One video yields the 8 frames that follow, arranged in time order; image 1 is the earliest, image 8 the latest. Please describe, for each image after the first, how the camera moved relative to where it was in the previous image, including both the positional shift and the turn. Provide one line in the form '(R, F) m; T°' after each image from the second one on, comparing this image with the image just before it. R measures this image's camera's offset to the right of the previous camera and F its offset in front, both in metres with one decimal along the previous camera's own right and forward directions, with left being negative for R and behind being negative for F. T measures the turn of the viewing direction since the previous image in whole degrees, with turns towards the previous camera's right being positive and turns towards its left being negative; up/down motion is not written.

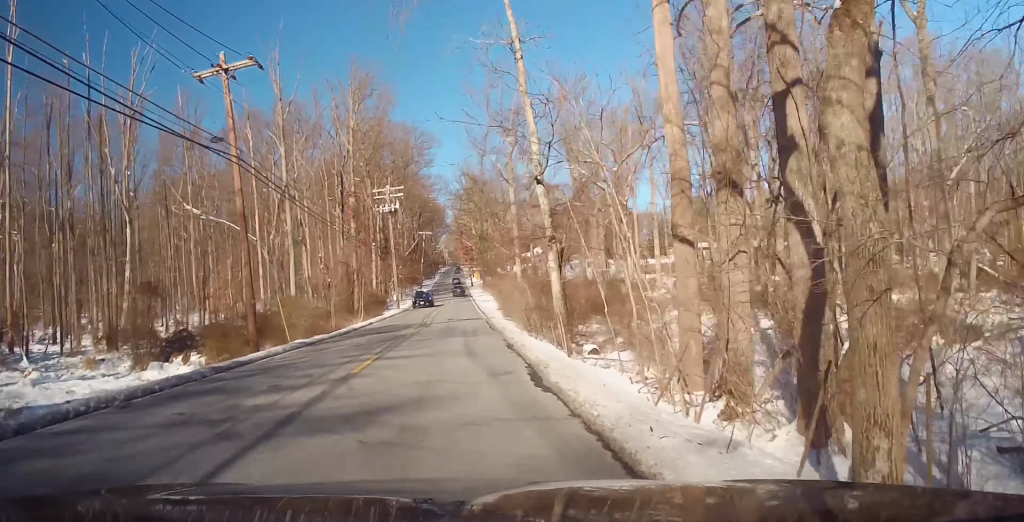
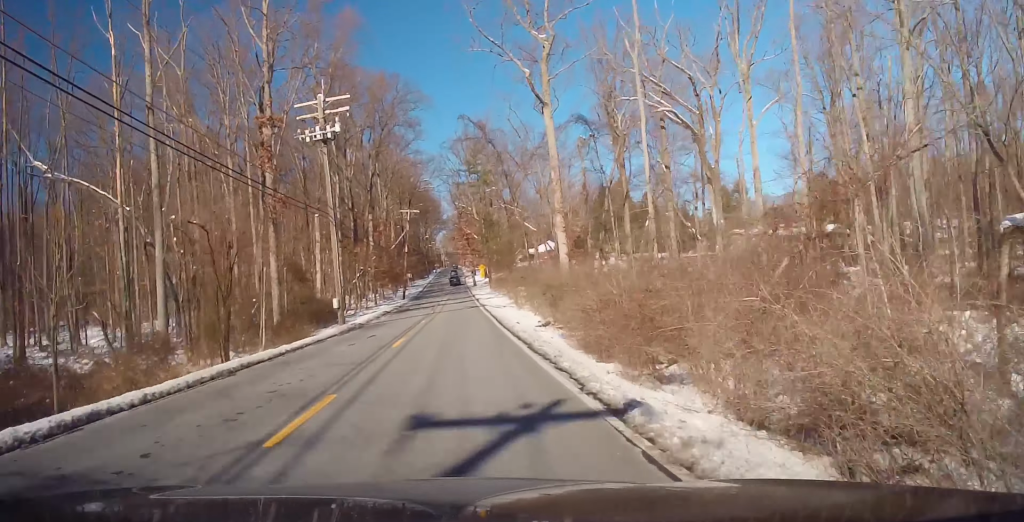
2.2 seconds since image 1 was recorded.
(+0.2, +30.5) m; 0°
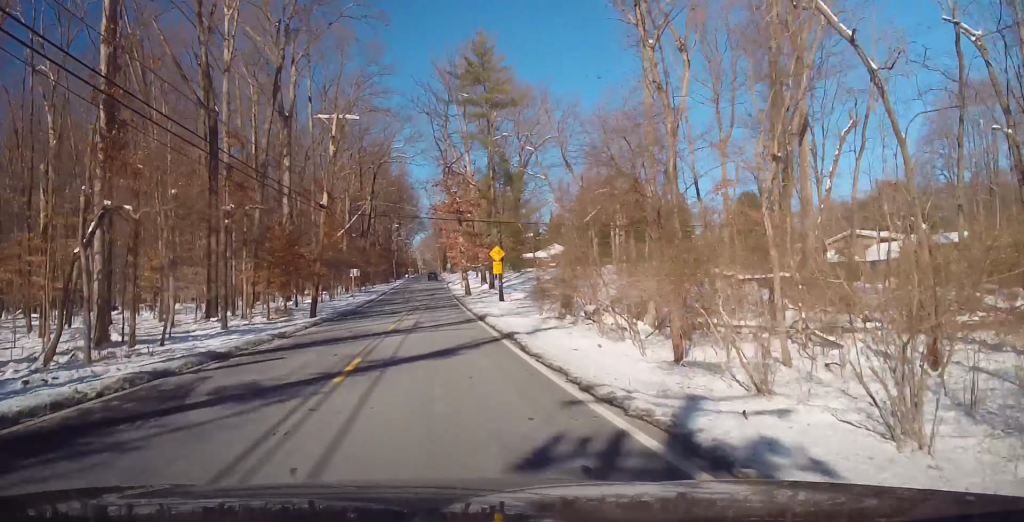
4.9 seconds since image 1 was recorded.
(-0.5, +43.6) m; -1°
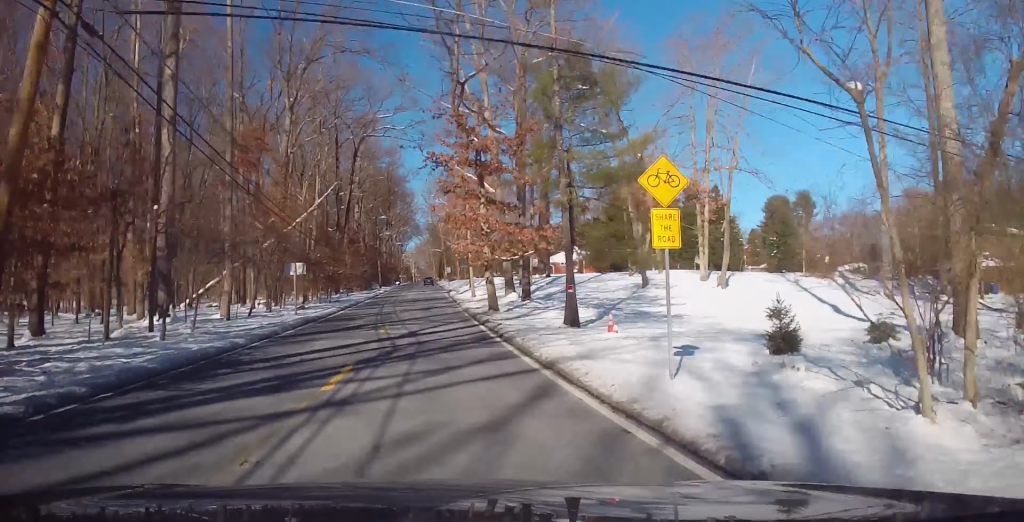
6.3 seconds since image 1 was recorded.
(-0.1, +24.9) m; 0°
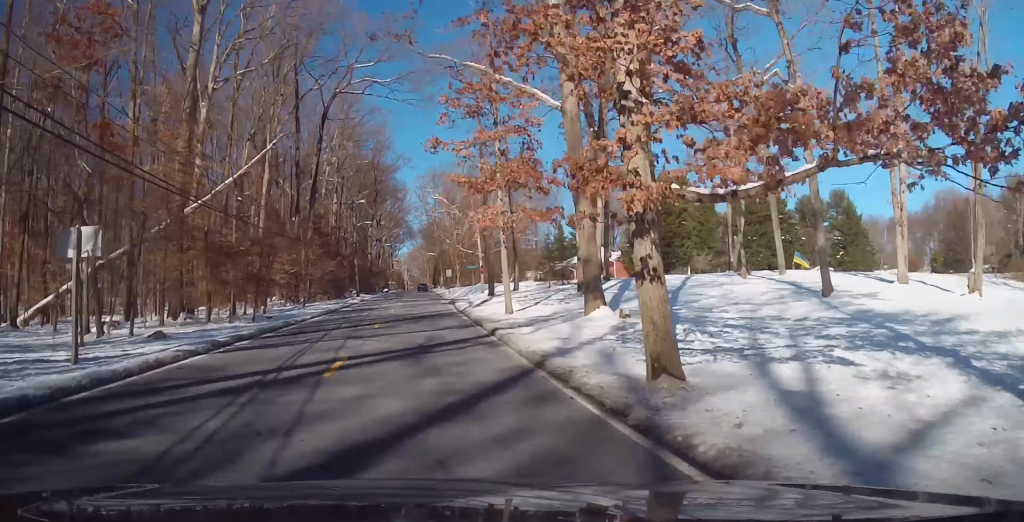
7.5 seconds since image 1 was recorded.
(0.0, +22.9) m; +1°
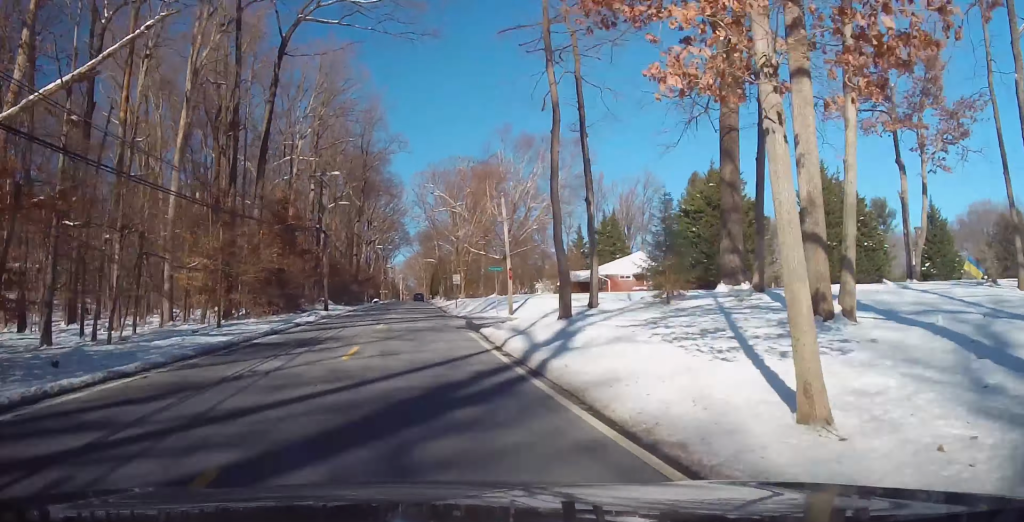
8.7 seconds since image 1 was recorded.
(+0.2, +20.6) m; +1°
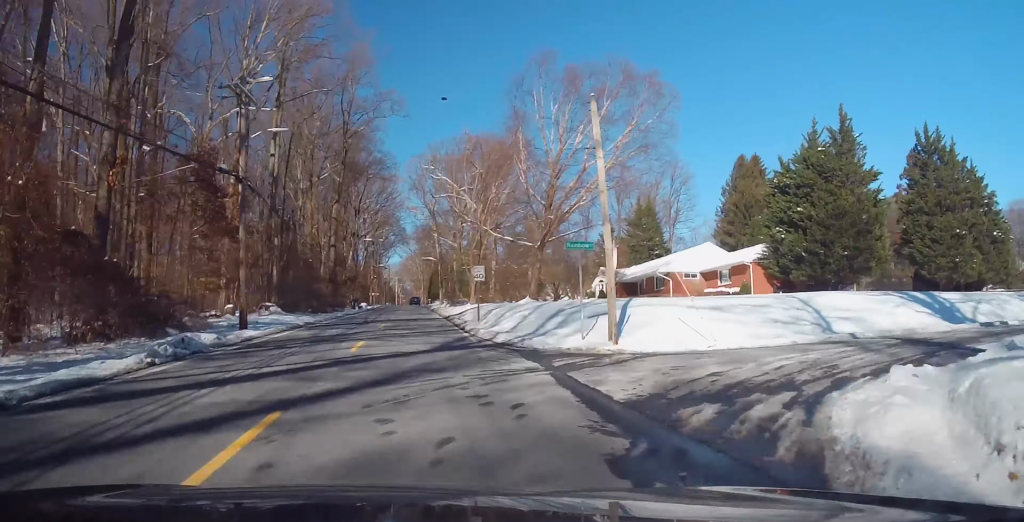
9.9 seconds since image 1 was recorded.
(+0.2, +21.6) m; 0°
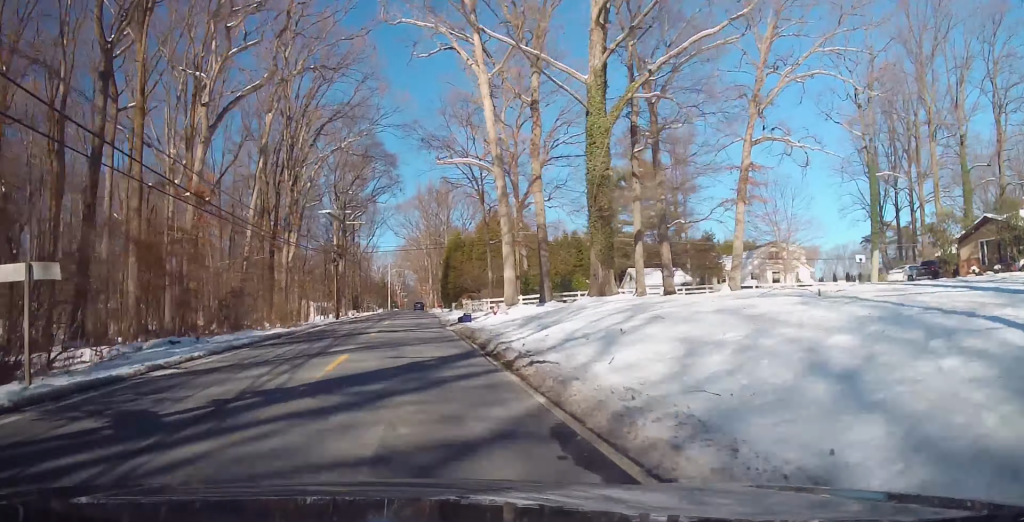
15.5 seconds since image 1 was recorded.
(-1.2, +98.1) m; -3°
